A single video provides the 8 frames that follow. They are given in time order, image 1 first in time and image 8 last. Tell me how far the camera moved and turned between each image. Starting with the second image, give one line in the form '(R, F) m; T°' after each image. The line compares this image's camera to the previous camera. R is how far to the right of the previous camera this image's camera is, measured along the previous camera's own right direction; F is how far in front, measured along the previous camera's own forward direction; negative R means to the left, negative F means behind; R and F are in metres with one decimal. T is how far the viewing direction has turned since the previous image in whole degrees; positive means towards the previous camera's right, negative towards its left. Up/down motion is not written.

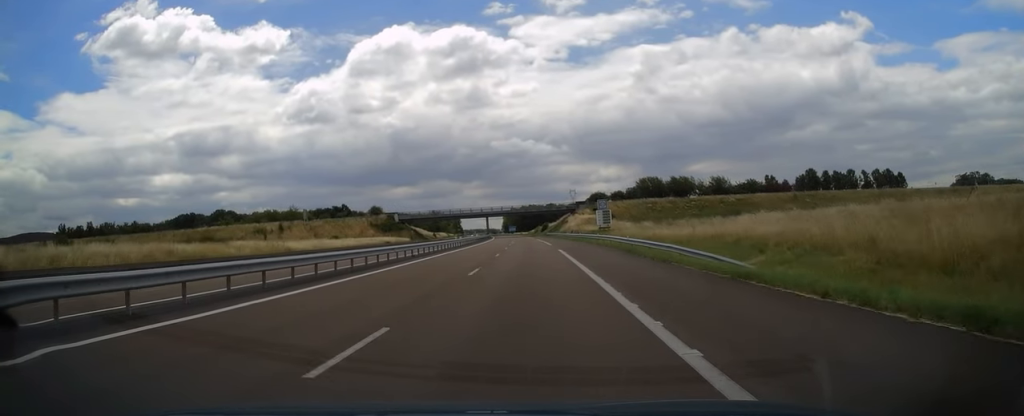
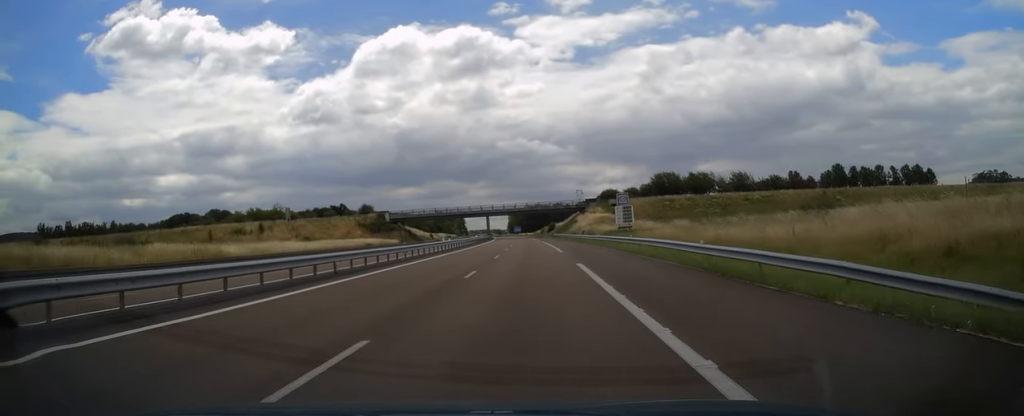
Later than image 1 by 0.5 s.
(0.0, +14.2) m; -1°
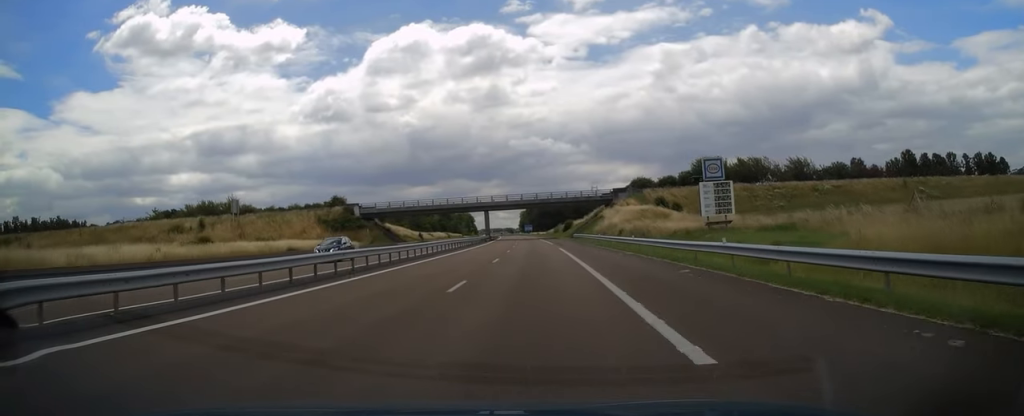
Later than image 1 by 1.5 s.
(-0.4, +30.4) m; -1°
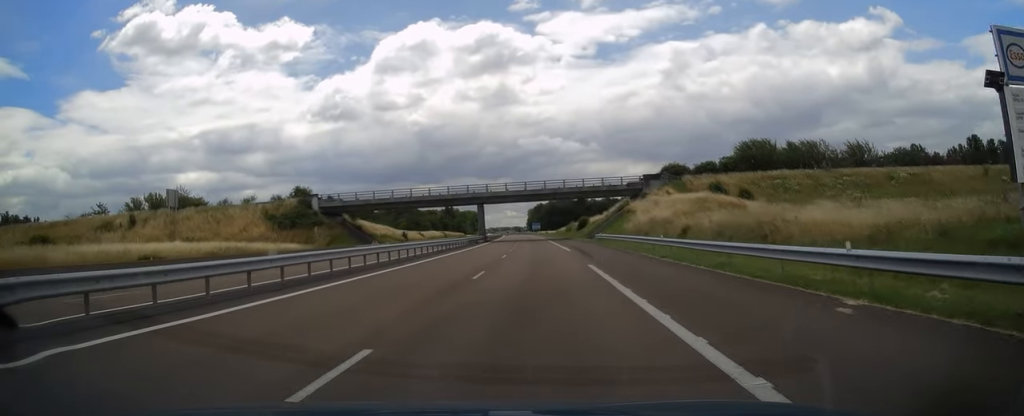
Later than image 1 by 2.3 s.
(-0.2, +23.0) m; -1°
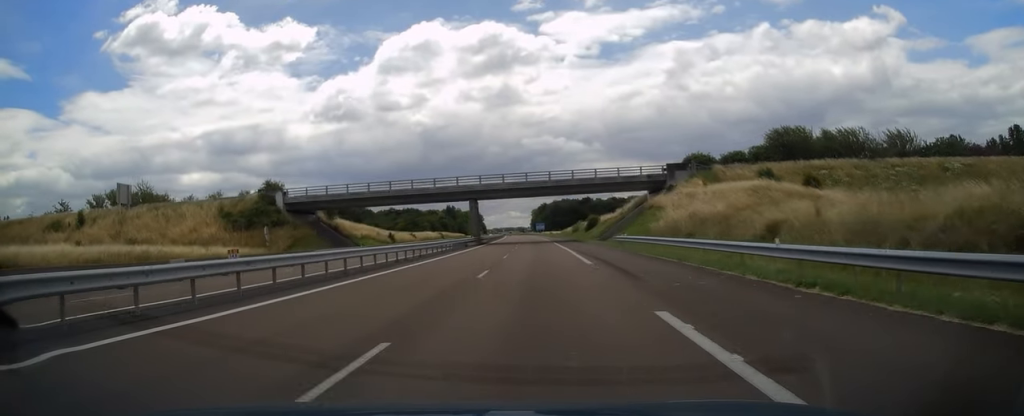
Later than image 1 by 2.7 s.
(-0.1, +12.8) m; 0°
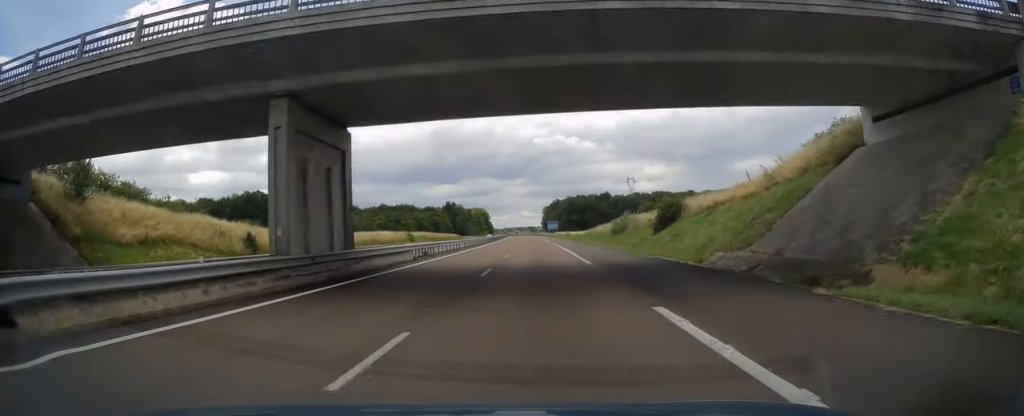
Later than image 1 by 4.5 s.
(-0.6, +52.1) m; -1°
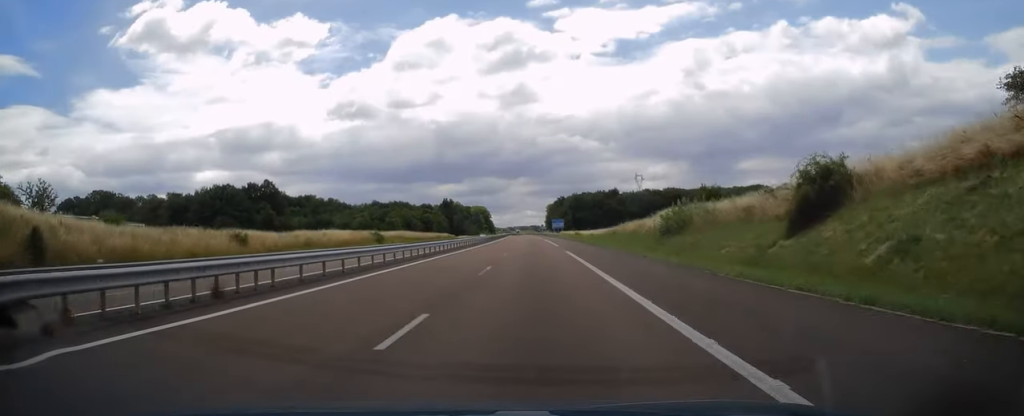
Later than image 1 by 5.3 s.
(-0.1, +24.6) m; 0°
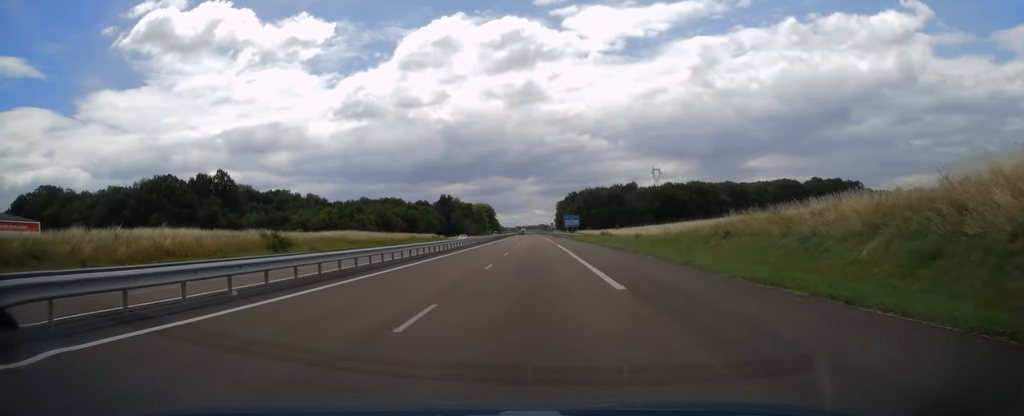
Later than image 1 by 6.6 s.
(-0.3, +38.4) m; -1°
